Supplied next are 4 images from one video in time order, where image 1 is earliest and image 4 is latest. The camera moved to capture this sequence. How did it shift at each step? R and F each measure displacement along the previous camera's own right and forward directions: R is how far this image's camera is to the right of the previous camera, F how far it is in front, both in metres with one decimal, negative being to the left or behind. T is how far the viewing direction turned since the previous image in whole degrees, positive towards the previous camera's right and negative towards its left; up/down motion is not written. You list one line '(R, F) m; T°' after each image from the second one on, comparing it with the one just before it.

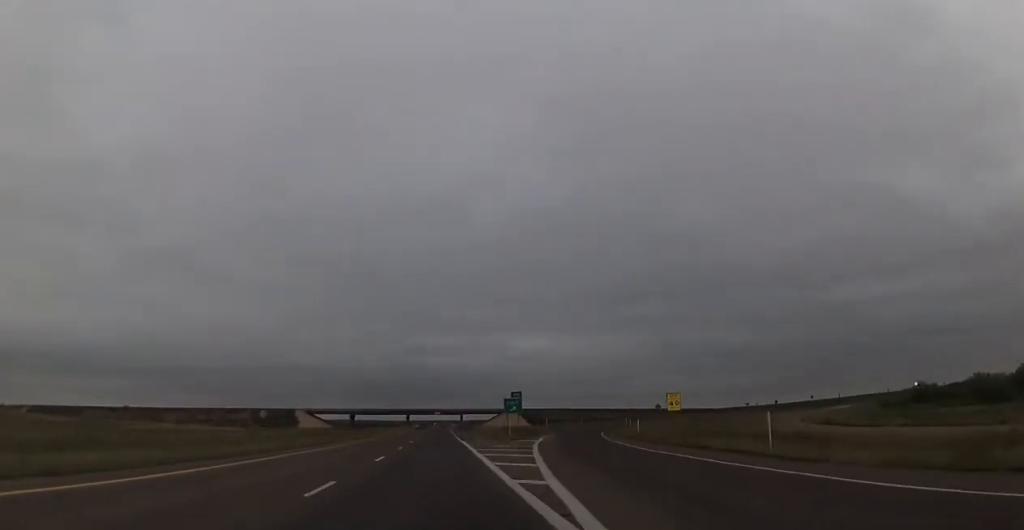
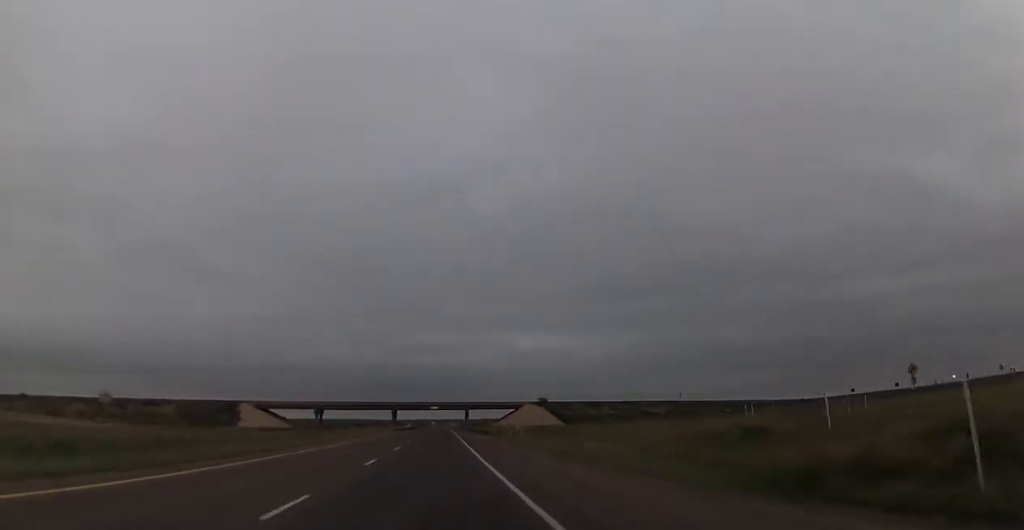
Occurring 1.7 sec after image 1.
(0.0, +63.7) m; 0°
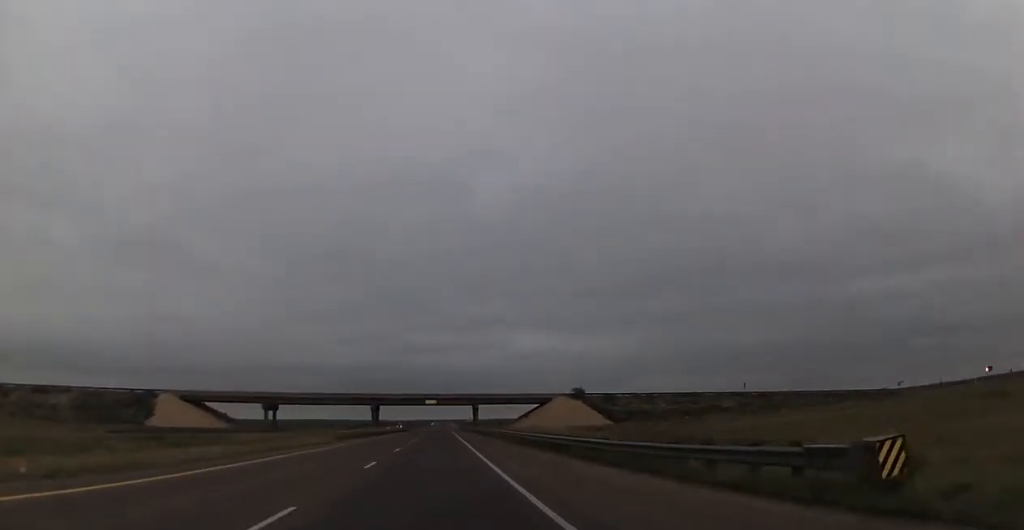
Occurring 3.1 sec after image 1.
(0.0, +50.1) m; 0°
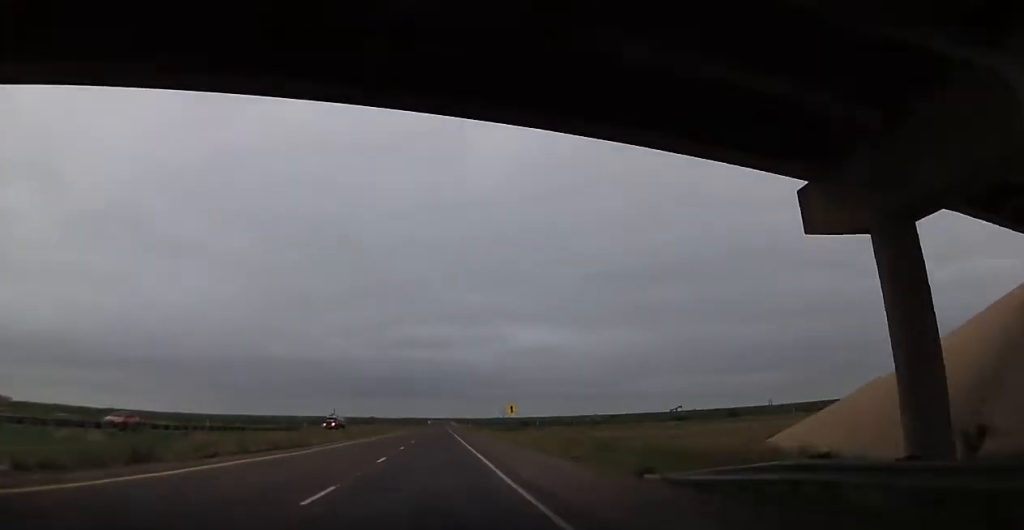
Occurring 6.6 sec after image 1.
(+0.6, +129.8) m; 0°
